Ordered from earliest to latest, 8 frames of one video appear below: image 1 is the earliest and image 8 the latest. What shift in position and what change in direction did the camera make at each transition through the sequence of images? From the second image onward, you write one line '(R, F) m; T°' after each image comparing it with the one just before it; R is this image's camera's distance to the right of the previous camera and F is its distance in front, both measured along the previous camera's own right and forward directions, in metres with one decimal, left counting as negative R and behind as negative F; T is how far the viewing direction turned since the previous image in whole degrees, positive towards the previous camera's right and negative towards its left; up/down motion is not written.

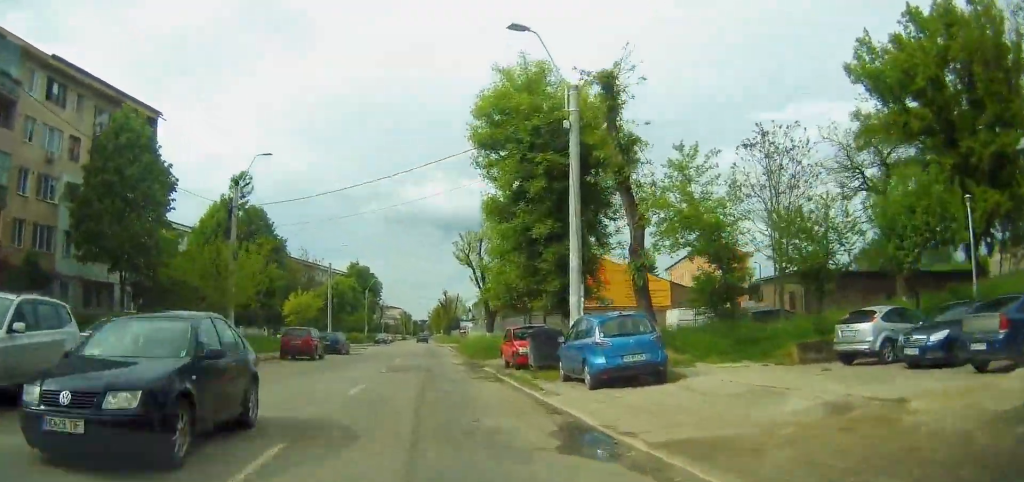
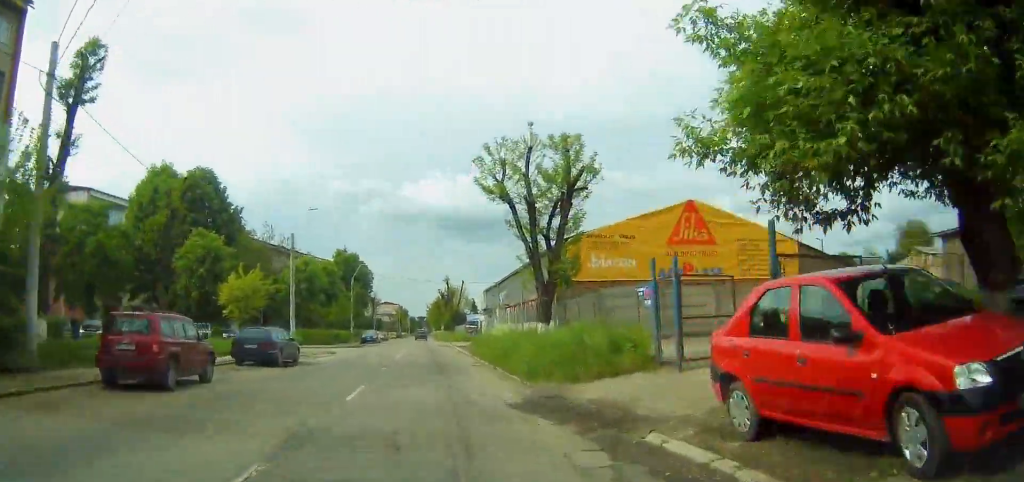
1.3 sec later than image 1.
(-0.1, +19.0) m; 0°
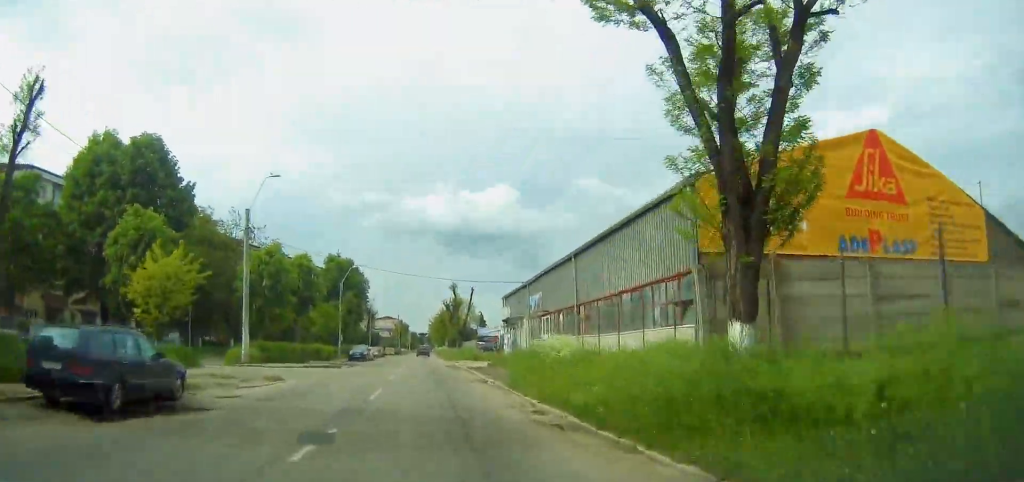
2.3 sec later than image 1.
(0.0, +14.0) m; 0°
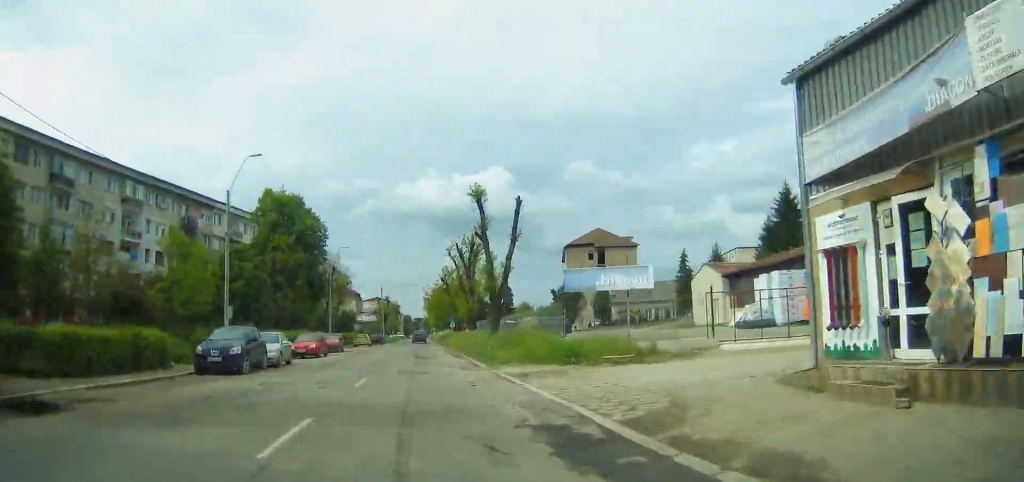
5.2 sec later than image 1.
(+0.4, +41.6) m; 0°
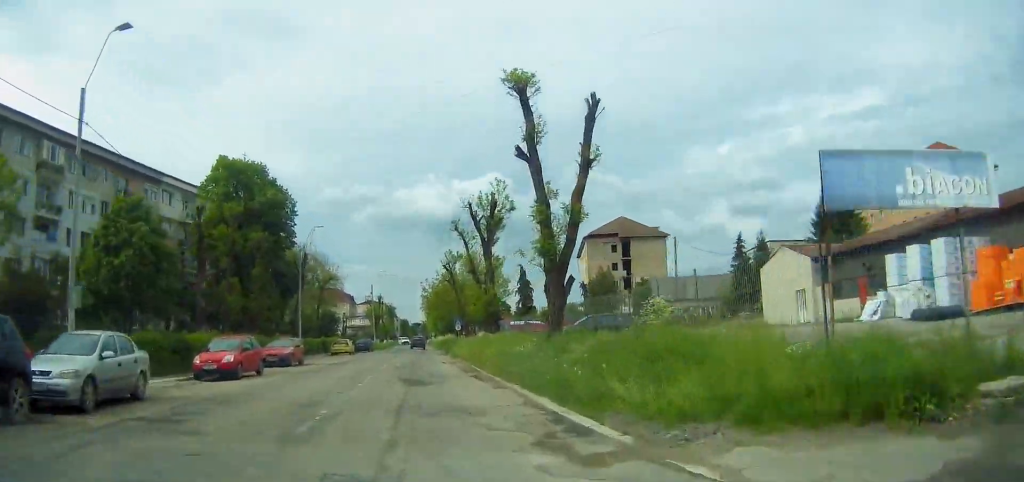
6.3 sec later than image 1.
(-0.2, +15.3) m; 0°
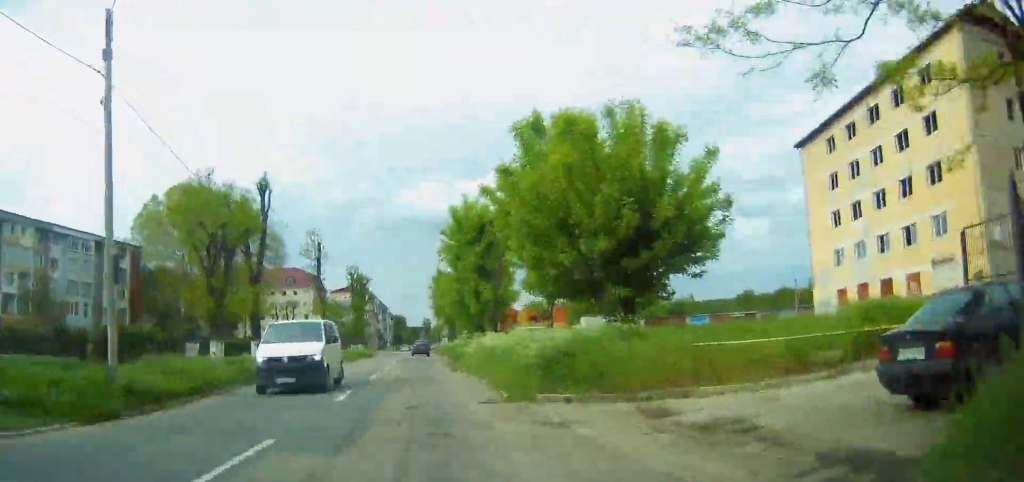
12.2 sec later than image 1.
(-0.5, +76.3) m; -1°
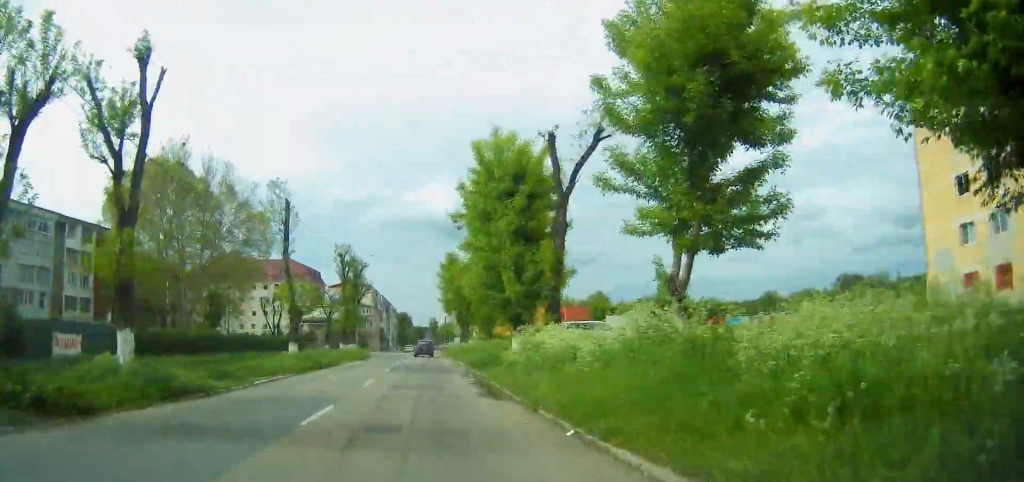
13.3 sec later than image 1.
(0.0, +13.7) m; 0°
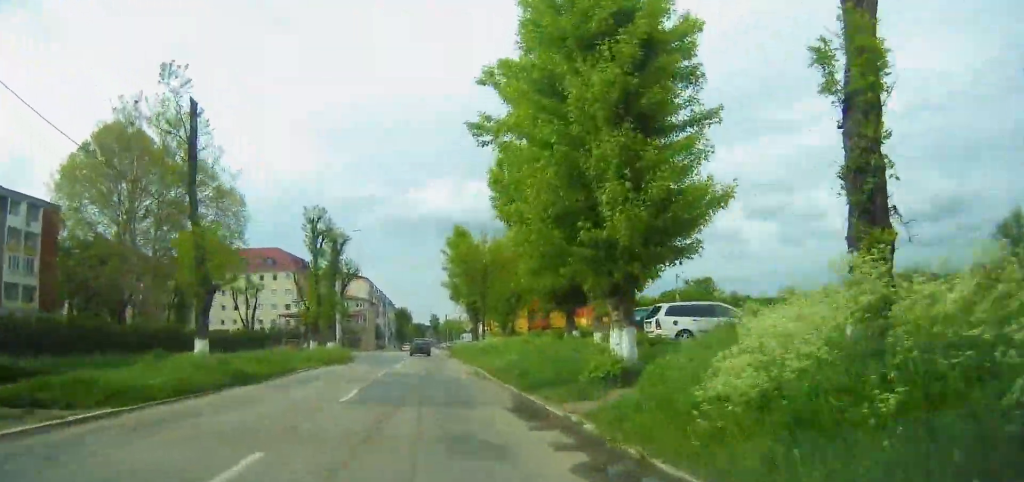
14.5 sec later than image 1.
(0.0, +14.3) m; +1°
